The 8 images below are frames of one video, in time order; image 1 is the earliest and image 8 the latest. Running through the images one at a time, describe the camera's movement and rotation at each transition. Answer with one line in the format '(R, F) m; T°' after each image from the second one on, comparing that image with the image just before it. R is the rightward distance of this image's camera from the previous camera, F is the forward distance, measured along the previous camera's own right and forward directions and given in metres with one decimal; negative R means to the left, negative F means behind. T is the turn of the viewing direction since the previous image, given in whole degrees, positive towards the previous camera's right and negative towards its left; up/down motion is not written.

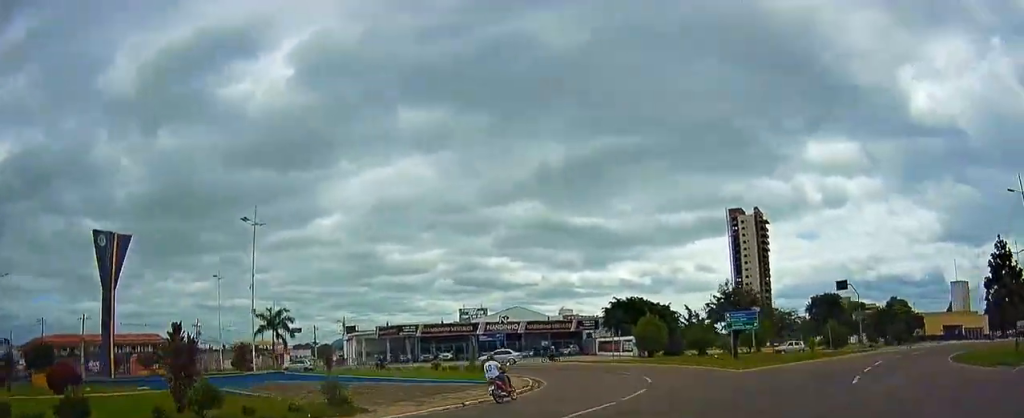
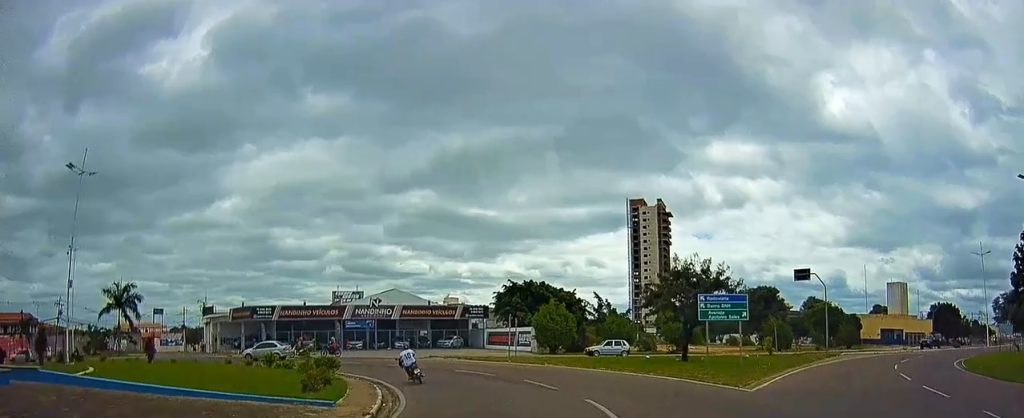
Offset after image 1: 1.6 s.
(+2.3, +14.7) m; +16°
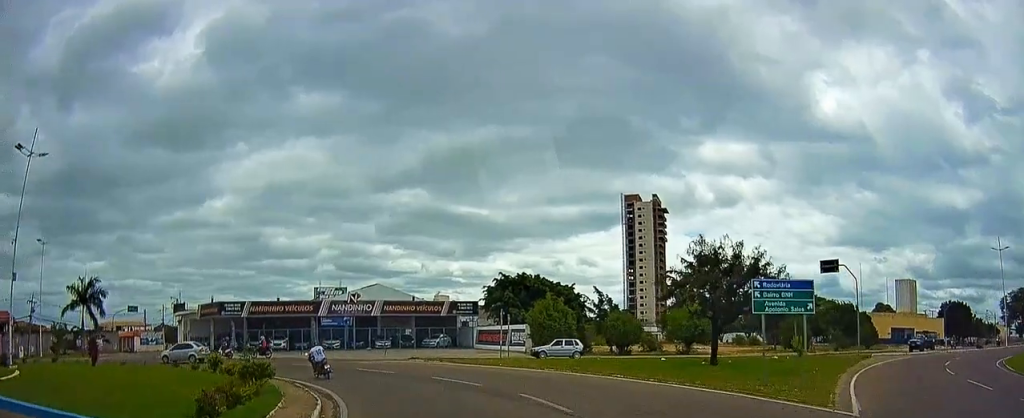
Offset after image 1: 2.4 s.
(+0.1, +6.4) m; +5°
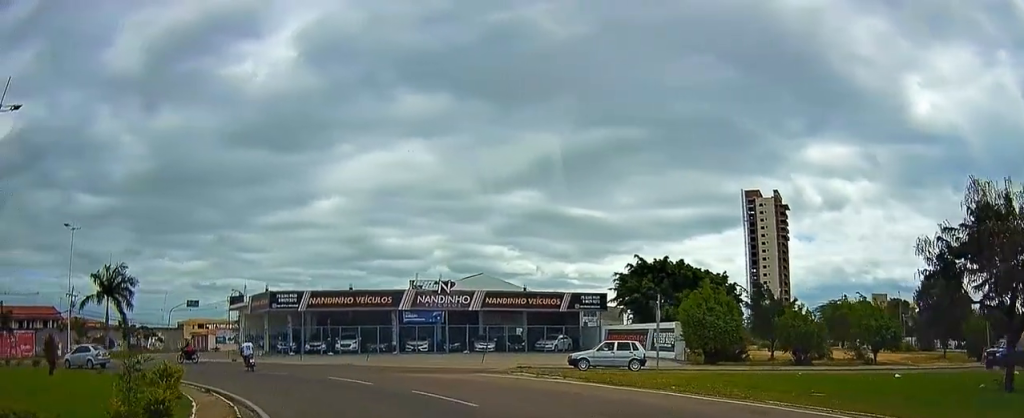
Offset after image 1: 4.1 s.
(-0.1, +12.9) m; -4°
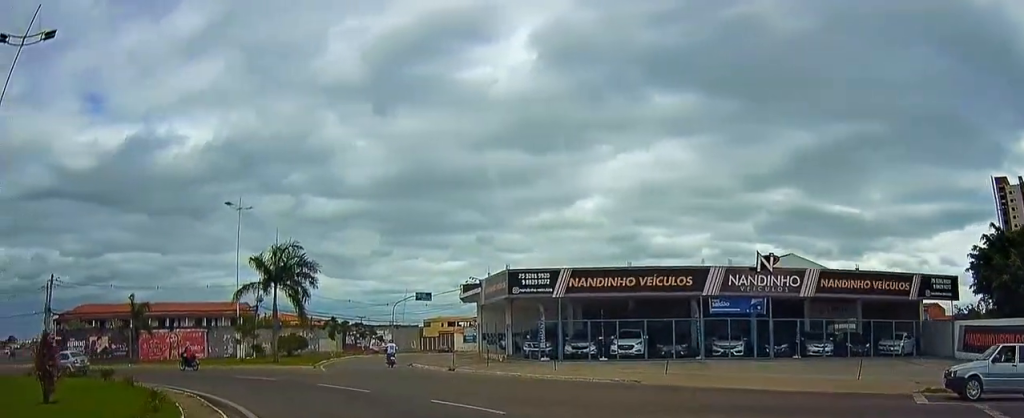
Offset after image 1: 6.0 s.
(-1.1, +13.8) m; -15°
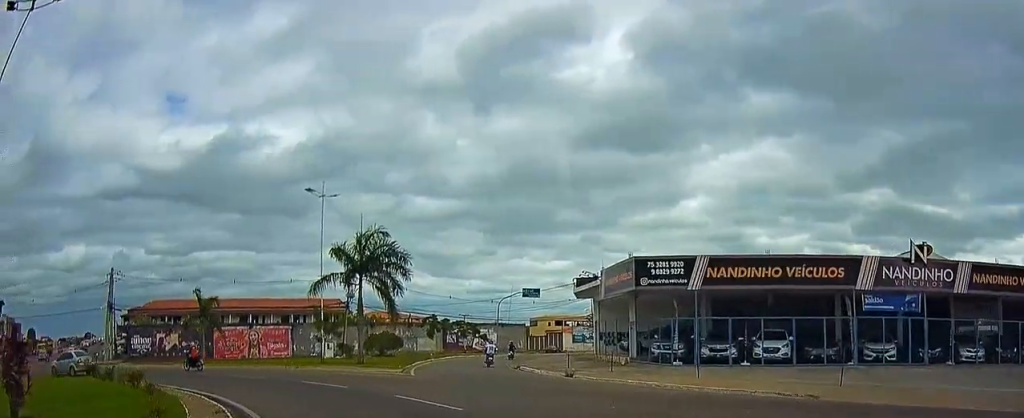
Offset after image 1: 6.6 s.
(-0.4, +4.7) m; -8°
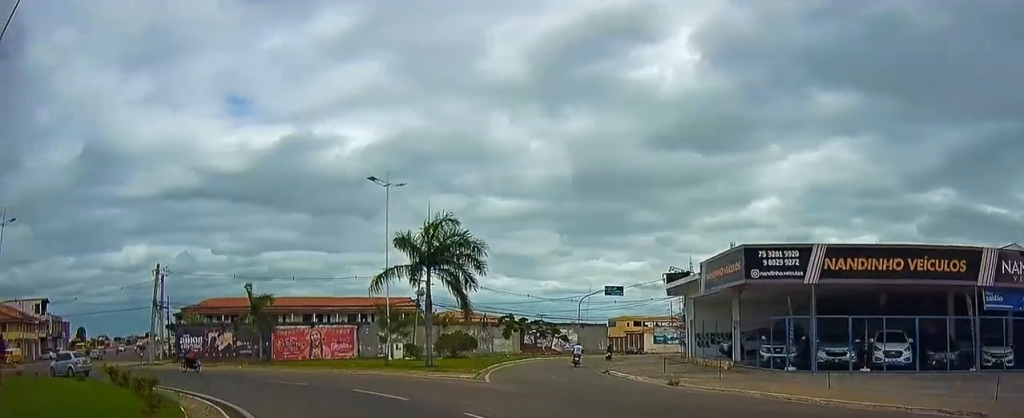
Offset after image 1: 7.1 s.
(-0.2, +3.7) m; -5°
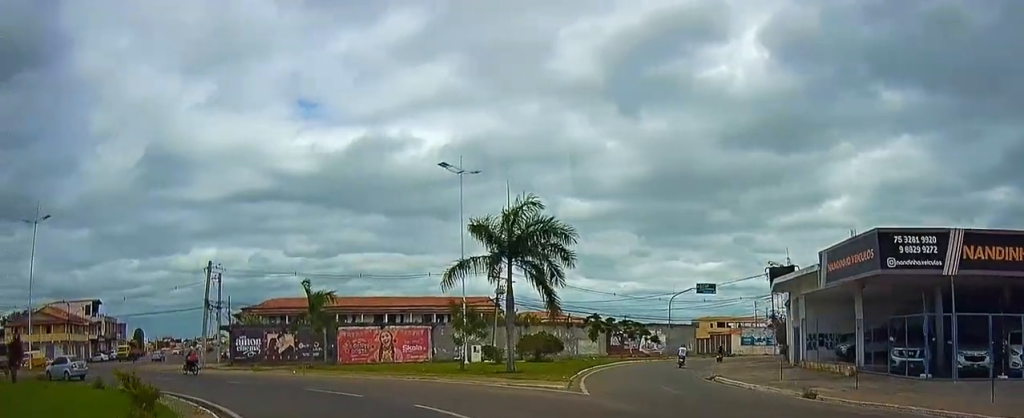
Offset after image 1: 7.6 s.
(-0.2, +4.0) m; -6°
